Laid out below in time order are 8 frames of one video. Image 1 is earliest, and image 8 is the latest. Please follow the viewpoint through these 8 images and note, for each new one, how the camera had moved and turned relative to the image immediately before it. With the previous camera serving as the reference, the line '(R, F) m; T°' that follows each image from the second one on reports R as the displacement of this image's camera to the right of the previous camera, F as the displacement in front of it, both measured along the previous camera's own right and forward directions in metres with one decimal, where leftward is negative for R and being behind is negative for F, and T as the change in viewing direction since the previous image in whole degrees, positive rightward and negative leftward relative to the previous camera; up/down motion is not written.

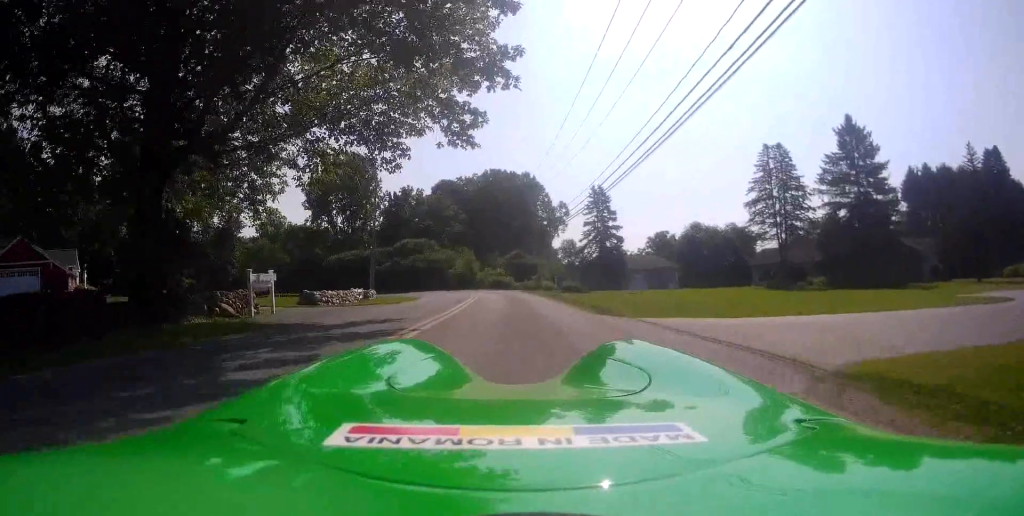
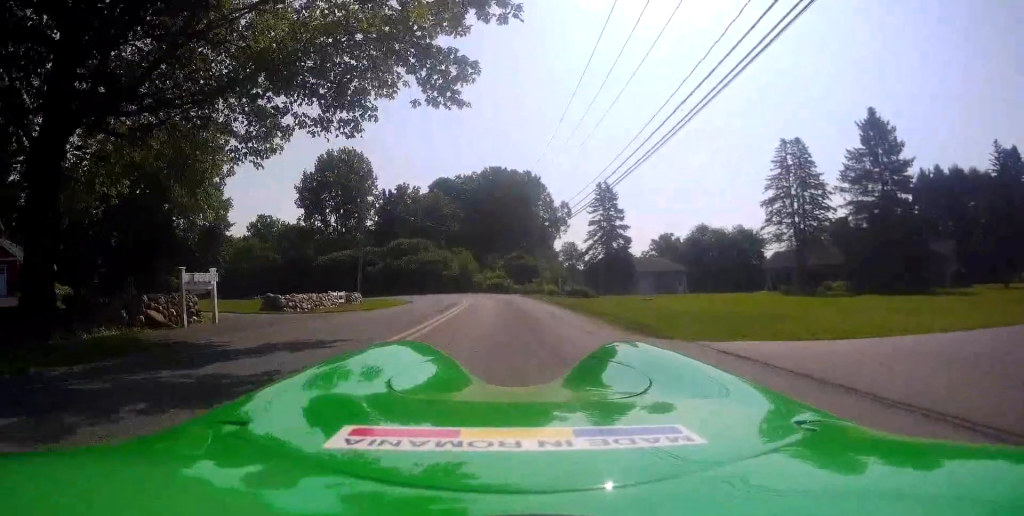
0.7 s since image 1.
(0.0, +4.3) m; +2°
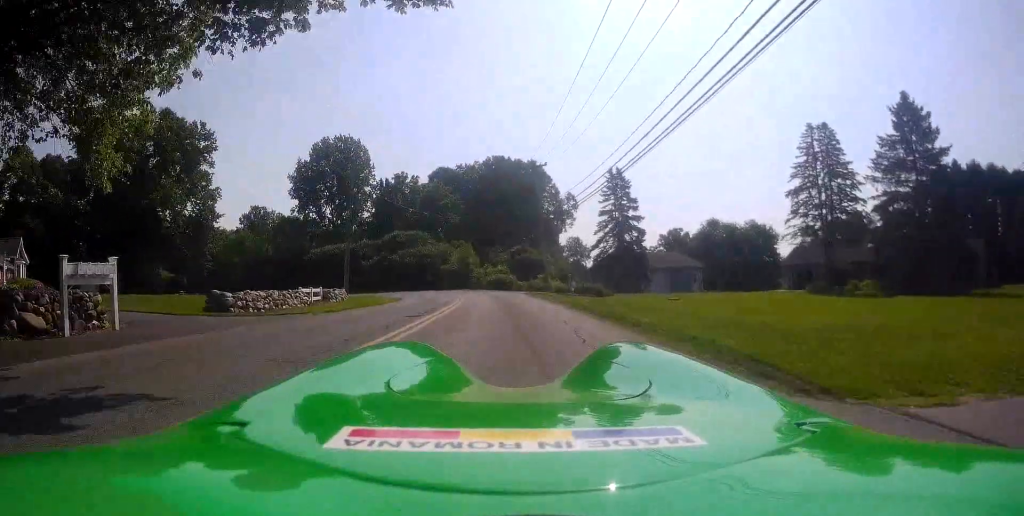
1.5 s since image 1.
(+0.4, +5.0) m; 0°
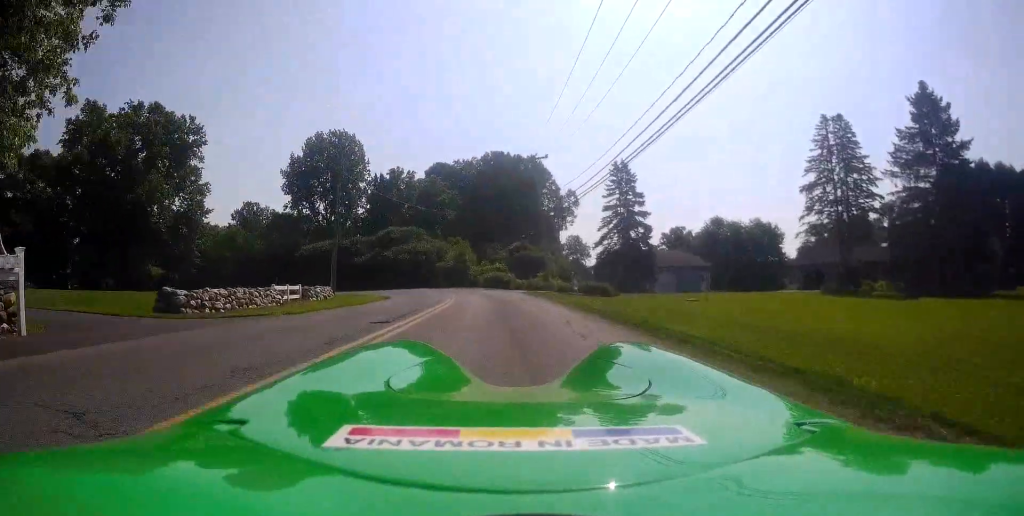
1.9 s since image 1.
(-0.3, +2.9) m; -2°
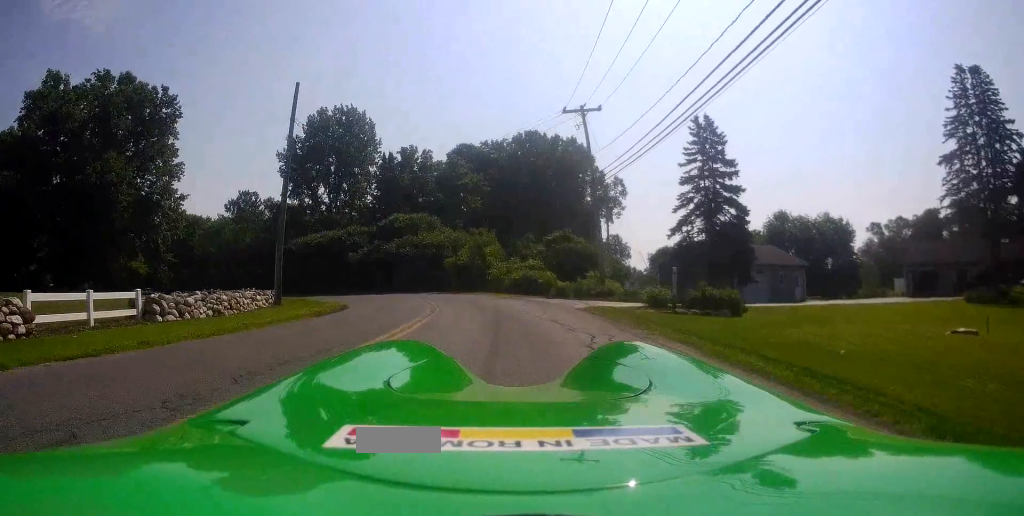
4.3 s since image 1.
(-1.5, +15.2) m; -7°
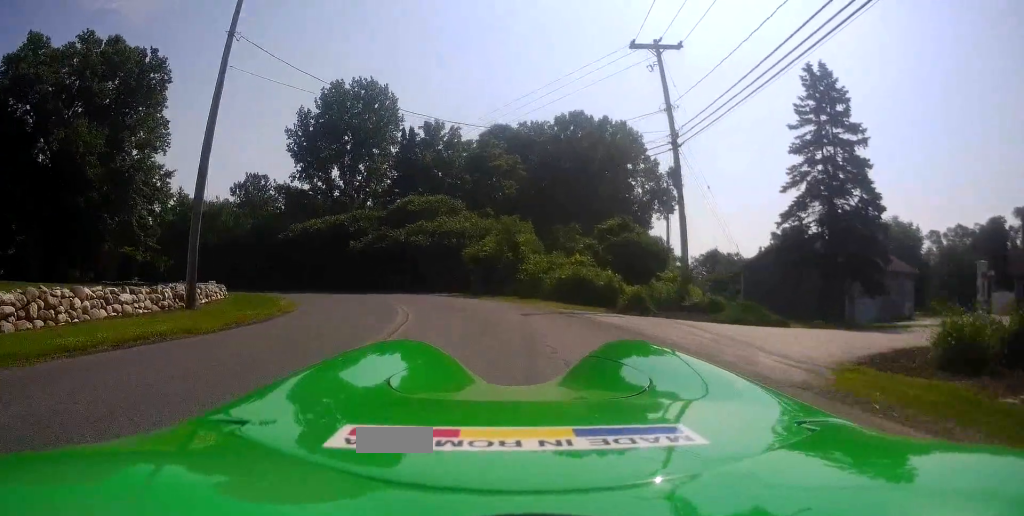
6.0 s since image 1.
(-0.3, +11.0) m; -4°
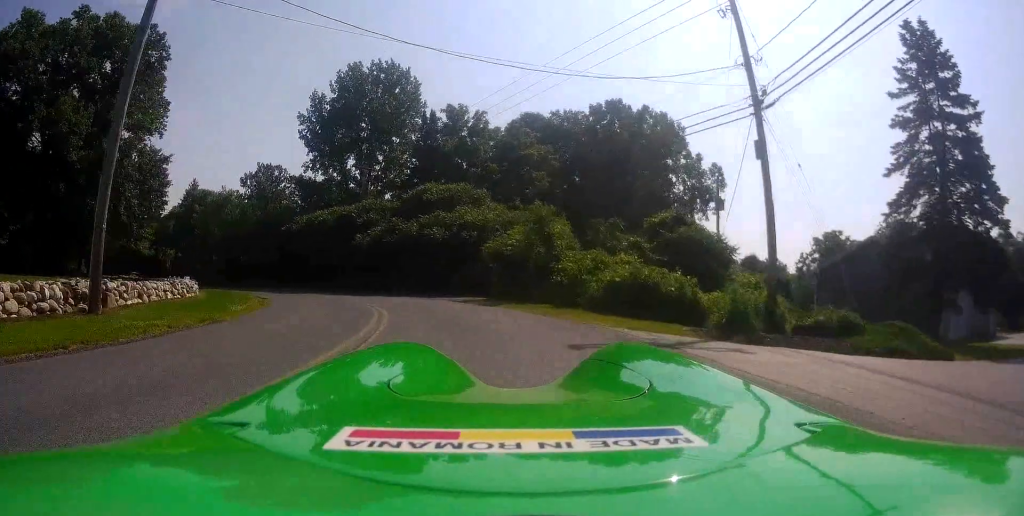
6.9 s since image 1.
(-0.1, +6.1) m; -1°
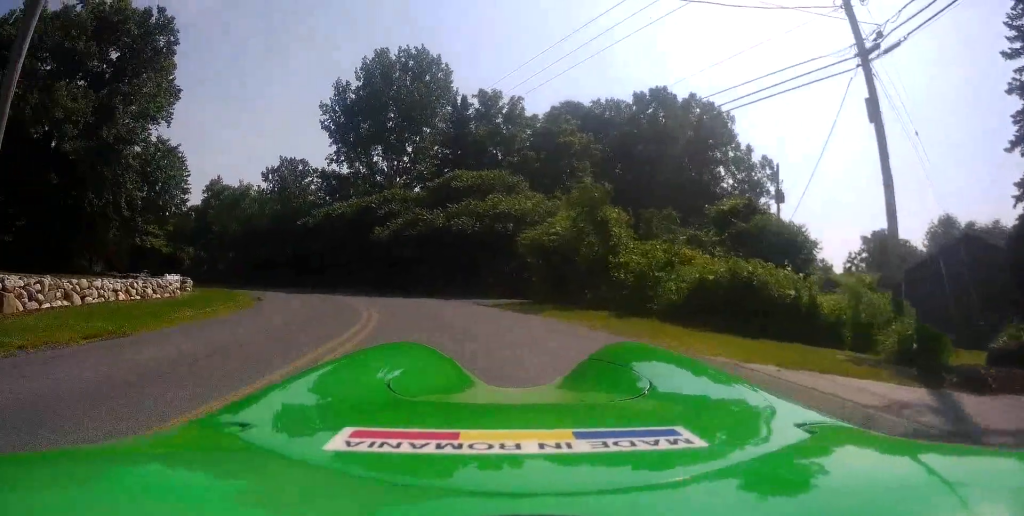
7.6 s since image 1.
(+0.4, +4.9) m; -2°
